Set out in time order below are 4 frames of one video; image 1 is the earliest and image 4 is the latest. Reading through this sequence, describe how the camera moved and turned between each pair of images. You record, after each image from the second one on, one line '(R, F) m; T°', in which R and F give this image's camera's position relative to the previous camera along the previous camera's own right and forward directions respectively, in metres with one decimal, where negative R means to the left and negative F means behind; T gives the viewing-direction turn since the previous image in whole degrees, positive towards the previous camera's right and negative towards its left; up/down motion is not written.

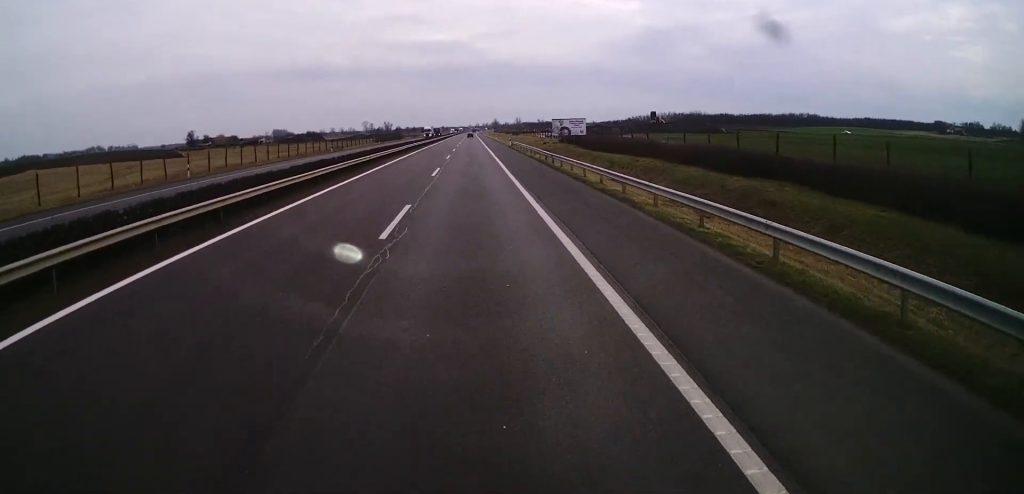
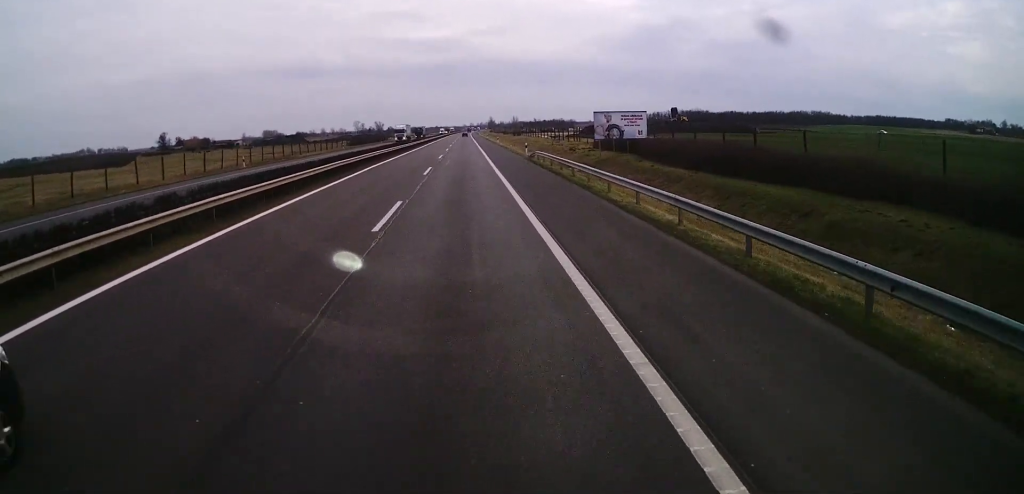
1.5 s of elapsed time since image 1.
(-0.4, +33.9) m; 0°
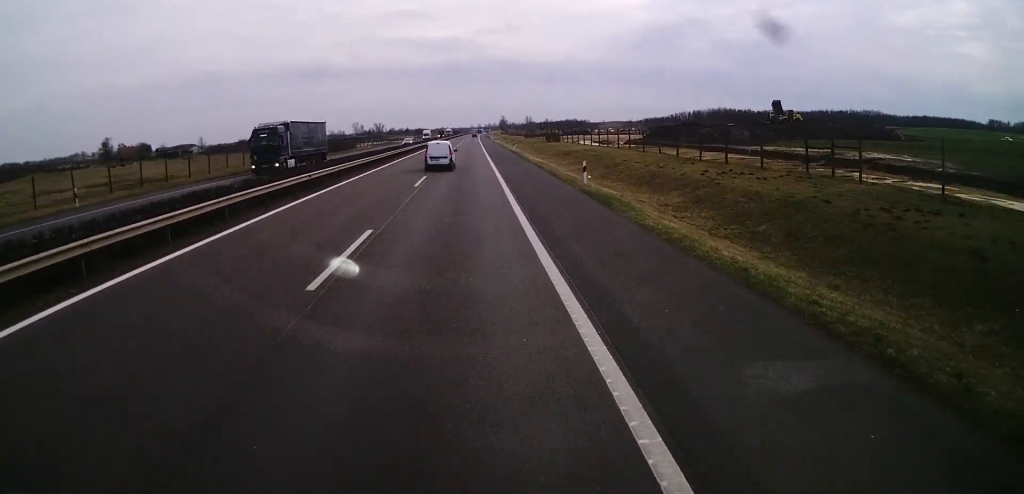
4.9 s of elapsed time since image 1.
(+1.5, +77.4) m; +1°
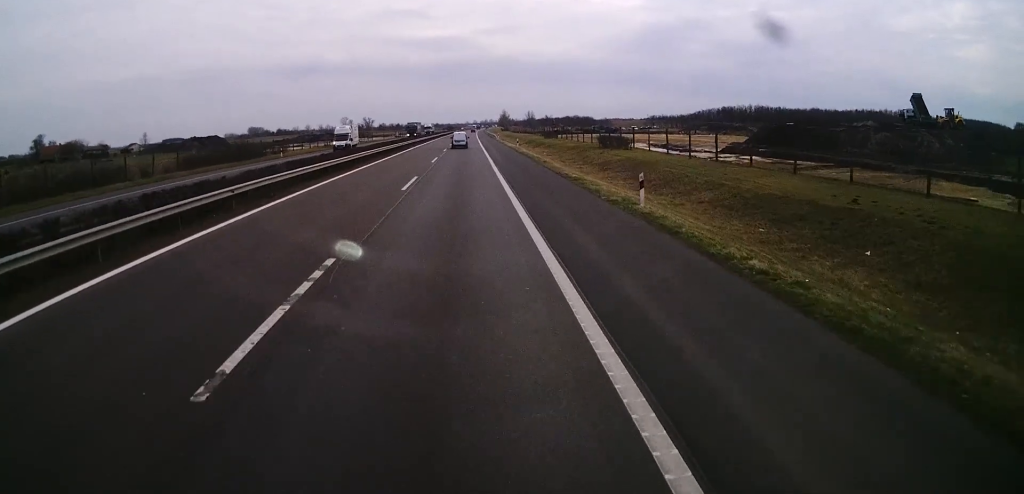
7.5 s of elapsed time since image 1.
(-0.4, +59.0) m; 0°
